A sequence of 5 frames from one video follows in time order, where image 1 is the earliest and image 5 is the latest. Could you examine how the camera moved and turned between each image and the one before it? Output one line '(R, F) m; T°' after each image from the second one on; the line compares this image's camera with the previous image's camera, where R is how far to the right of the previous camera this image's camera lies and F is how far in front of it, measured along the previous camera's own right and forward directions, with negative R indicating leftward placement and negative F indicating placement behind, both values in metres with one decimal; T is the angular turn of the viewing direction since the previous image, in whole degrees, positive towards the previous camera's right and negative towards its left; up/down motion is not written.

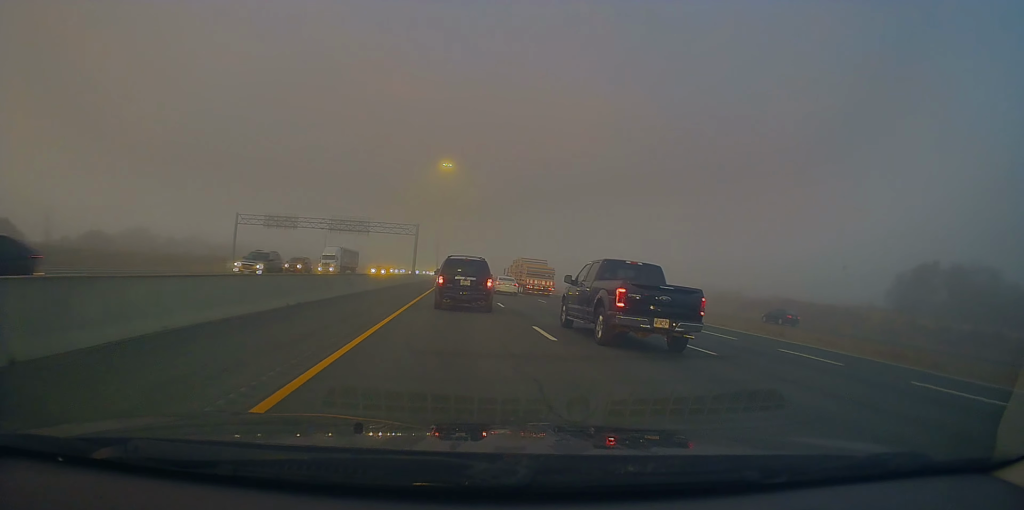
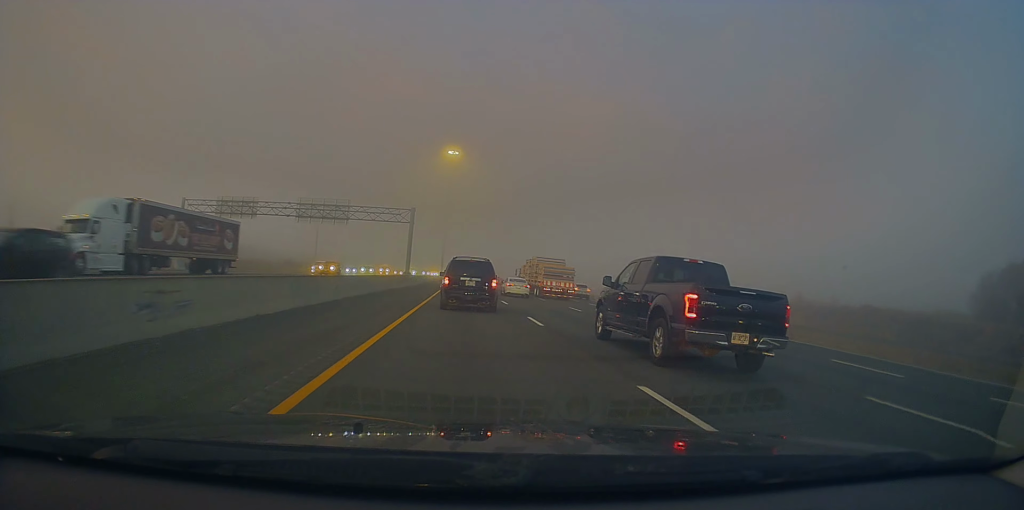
(+0.1, +20.0) m; -2°
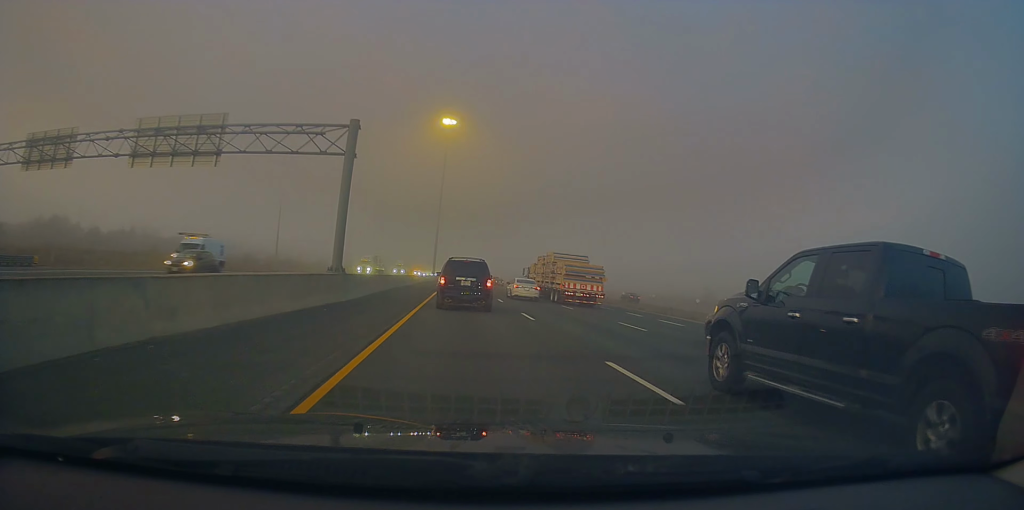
(+0.1, +33.1) m; +1°
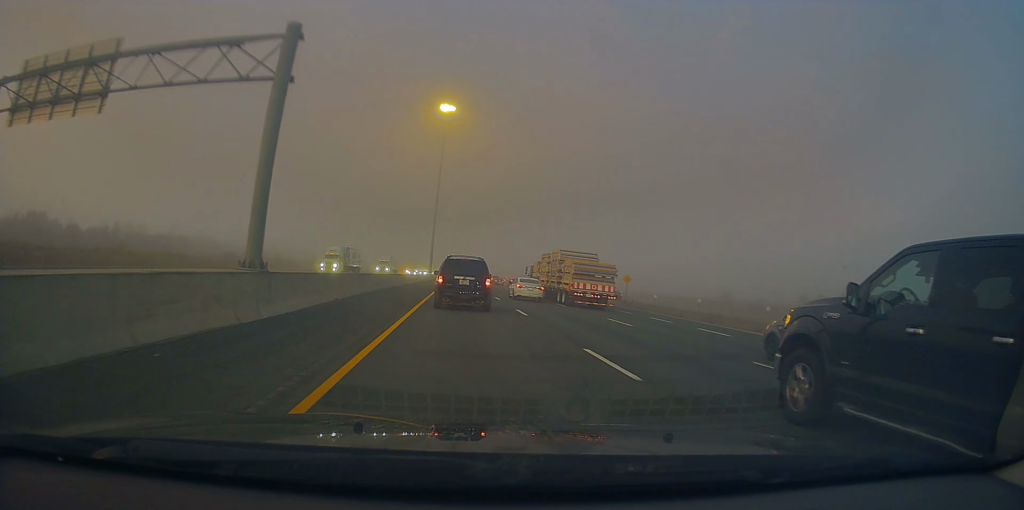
(0.0, +10.2) m; 0°
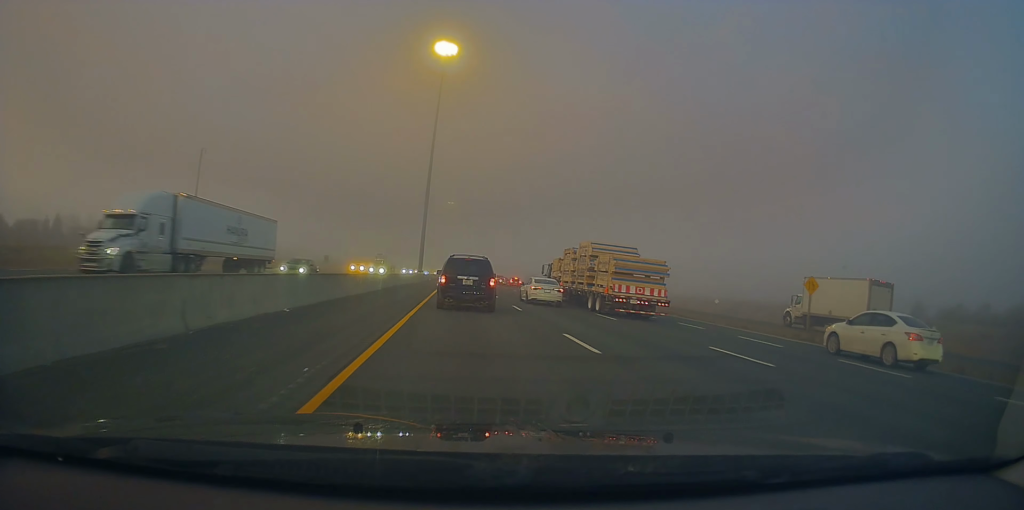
(+0.5, +33.4) m; +1°
